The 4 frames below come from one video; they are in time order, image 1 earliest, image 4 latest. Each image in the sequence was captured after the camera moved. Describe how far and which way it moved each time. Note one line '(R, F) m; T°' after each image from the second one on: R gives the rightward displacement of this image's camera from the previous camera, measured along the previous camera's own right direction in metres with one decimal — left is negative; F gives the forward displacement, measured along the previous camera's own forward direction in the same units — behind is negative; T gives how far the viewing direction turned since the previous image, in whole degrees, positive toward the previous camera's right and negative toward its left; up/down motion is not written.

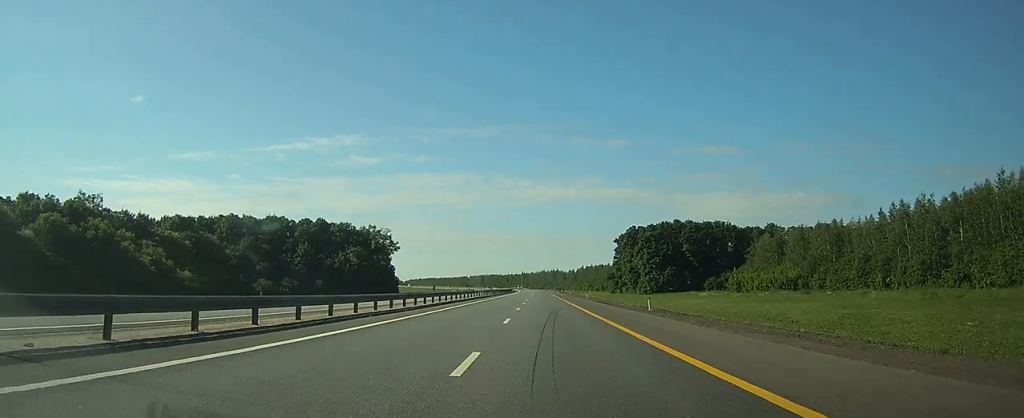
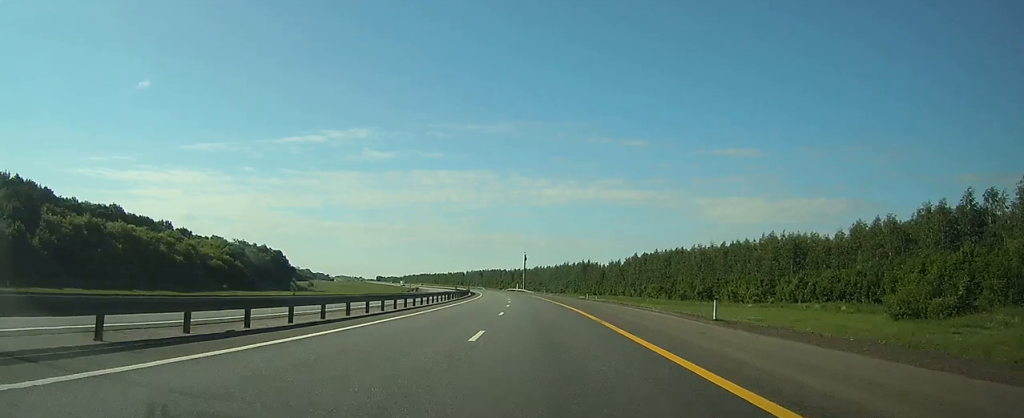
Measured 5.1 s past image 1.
(-1.1, +178.9) m; -1°
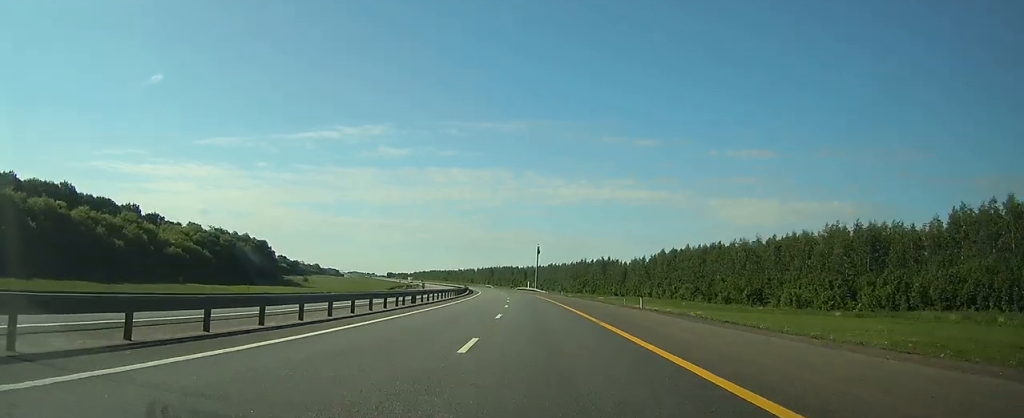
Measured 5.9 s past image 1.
(0.0, +26.9) m; -1°
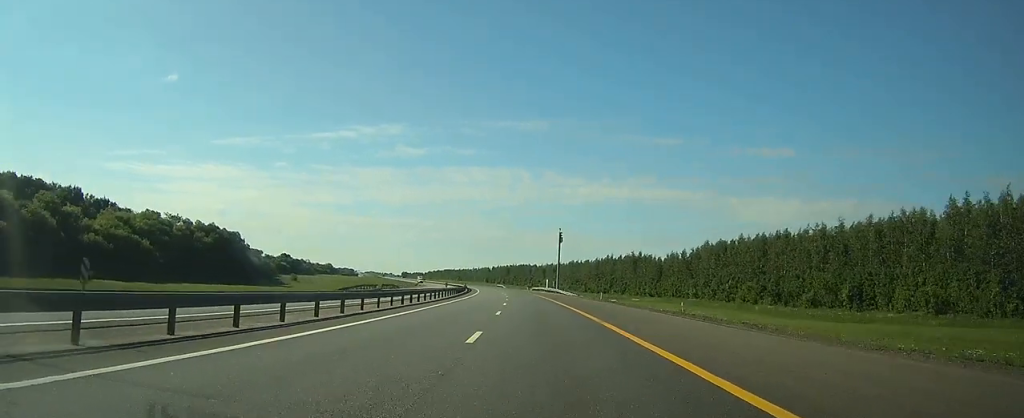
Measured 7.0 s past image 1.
(-0.5, +35.2) m; -2°
